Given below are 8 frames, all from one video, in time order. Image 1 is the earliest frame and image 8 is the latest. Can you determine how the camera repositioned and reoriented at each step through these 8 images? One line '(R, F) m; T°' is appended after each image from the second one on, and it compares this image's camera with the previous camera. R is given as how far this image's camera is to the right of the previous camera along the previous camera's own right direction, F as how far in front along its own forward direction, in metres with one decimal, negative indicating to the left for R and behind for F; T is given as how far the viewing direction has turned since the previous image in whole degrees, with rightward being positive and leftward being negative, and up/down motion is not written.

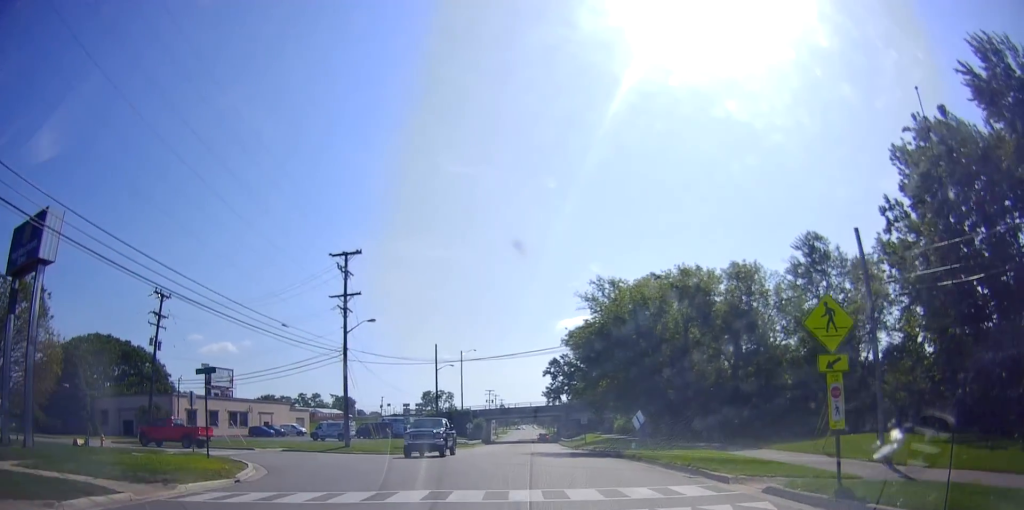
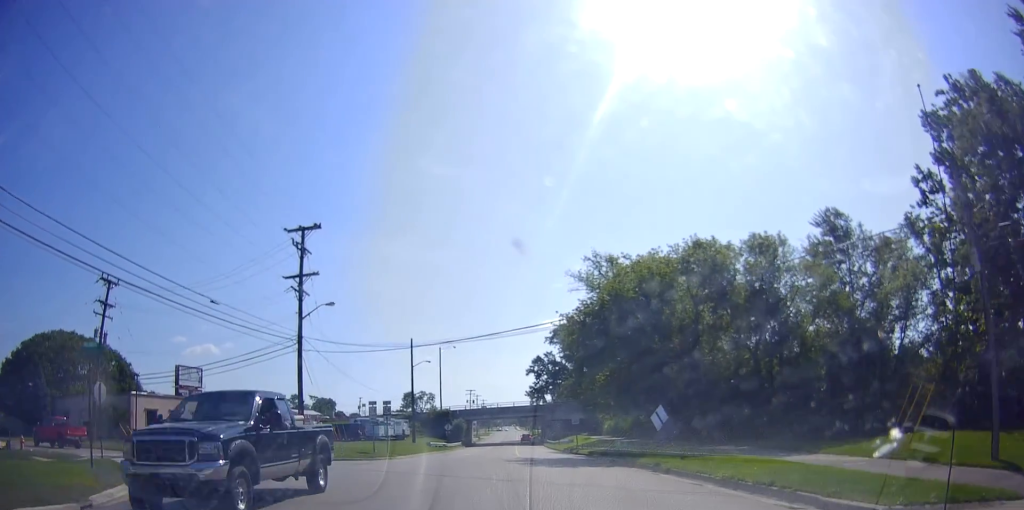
(+0.4, +6.3) m; +3°
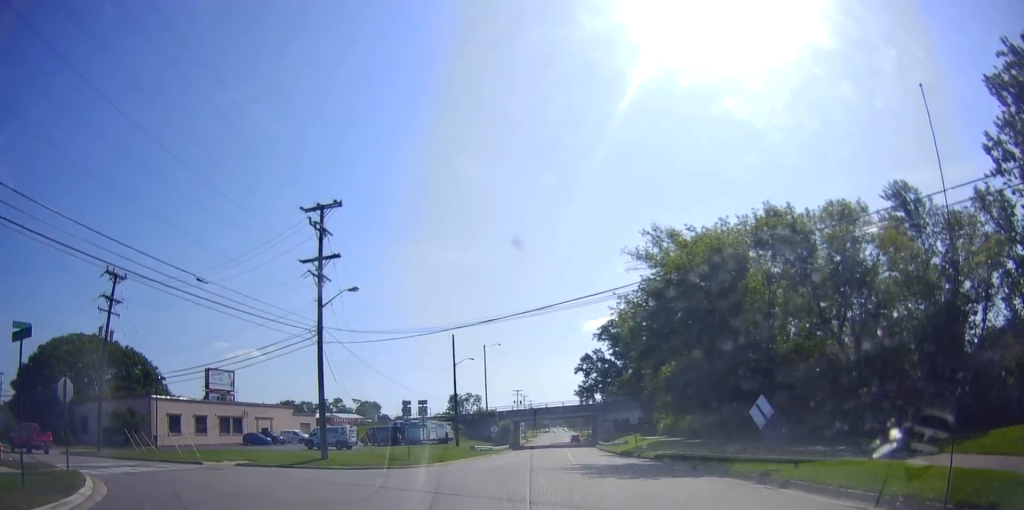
(+0.1, +4.4) m; -5°
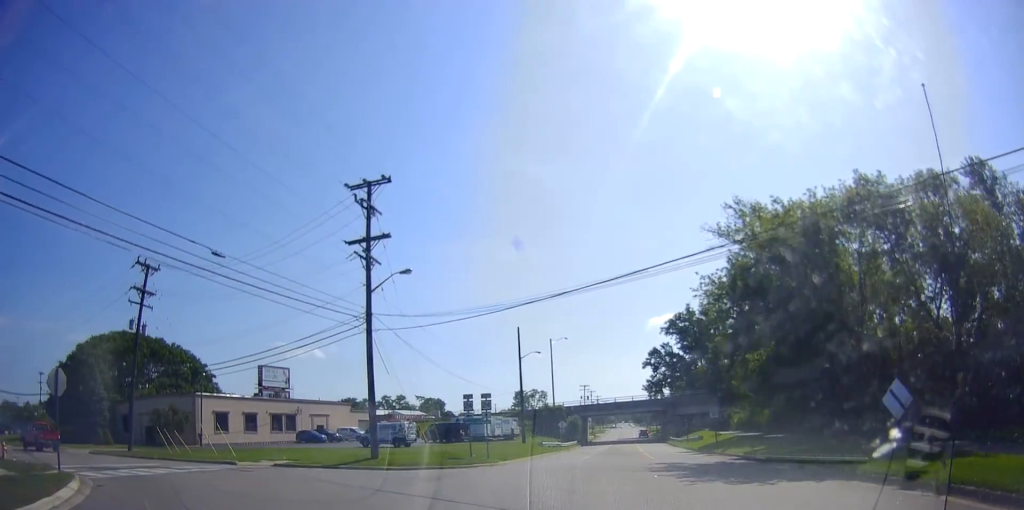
(-0.2, +3.2) m; -6°
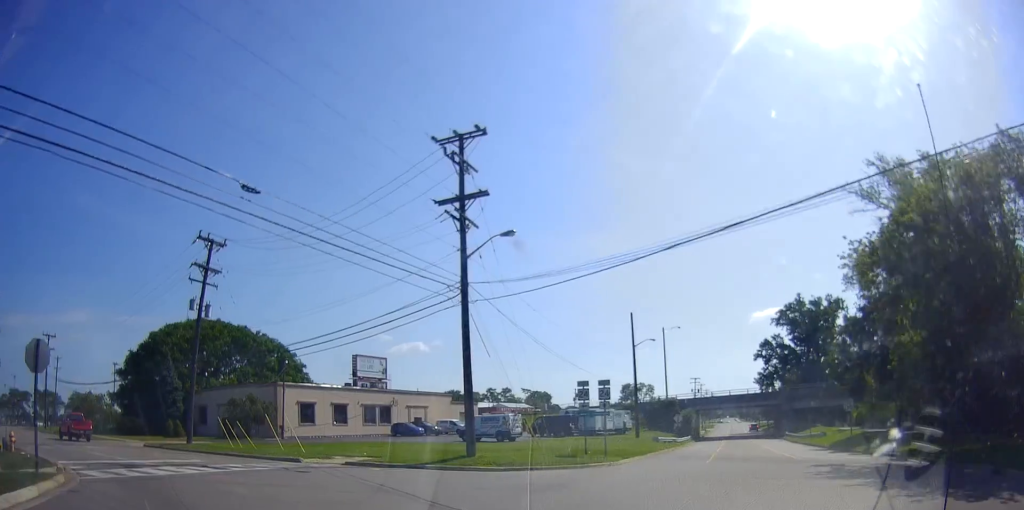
(-0.3, +4.5) m; -9°
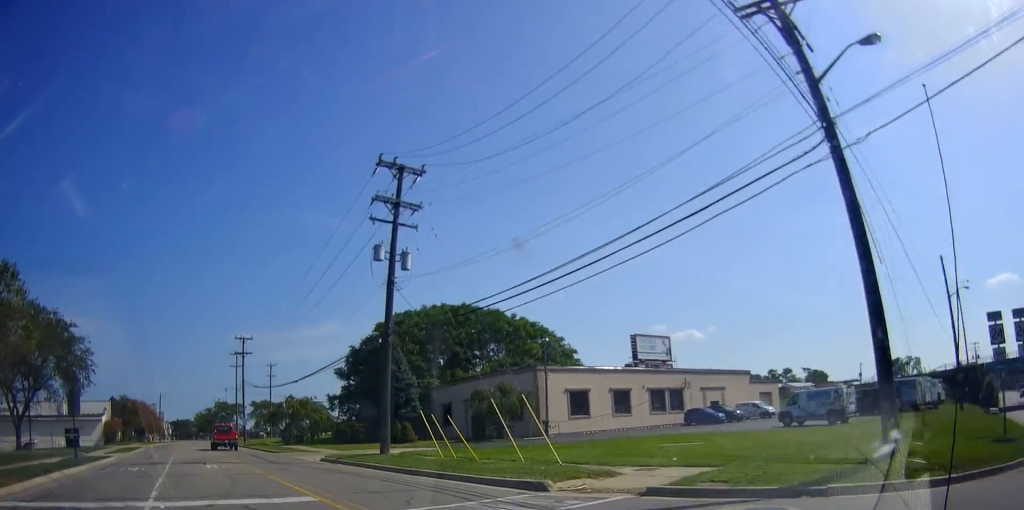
(-2.3, +11.9) m; -24°
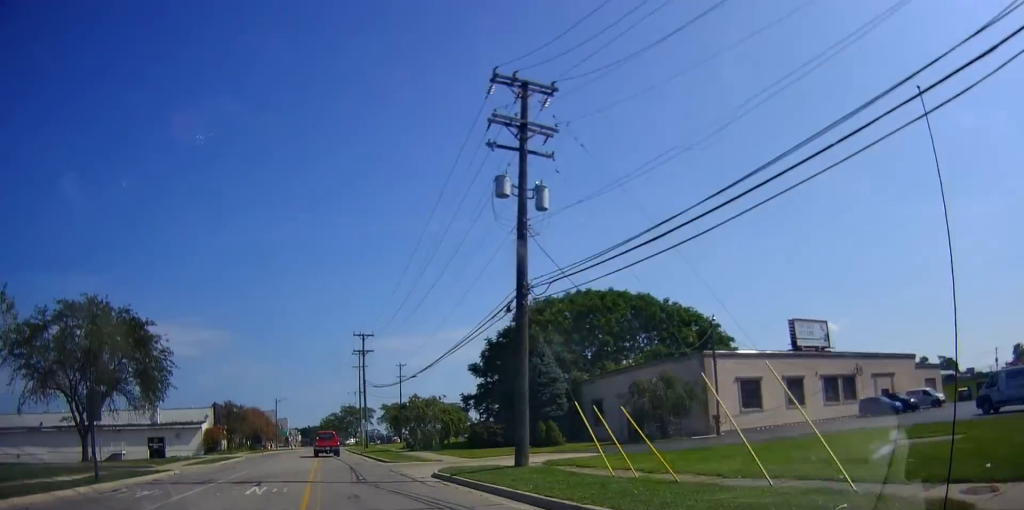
(-0.8, +7.5) m; -11°
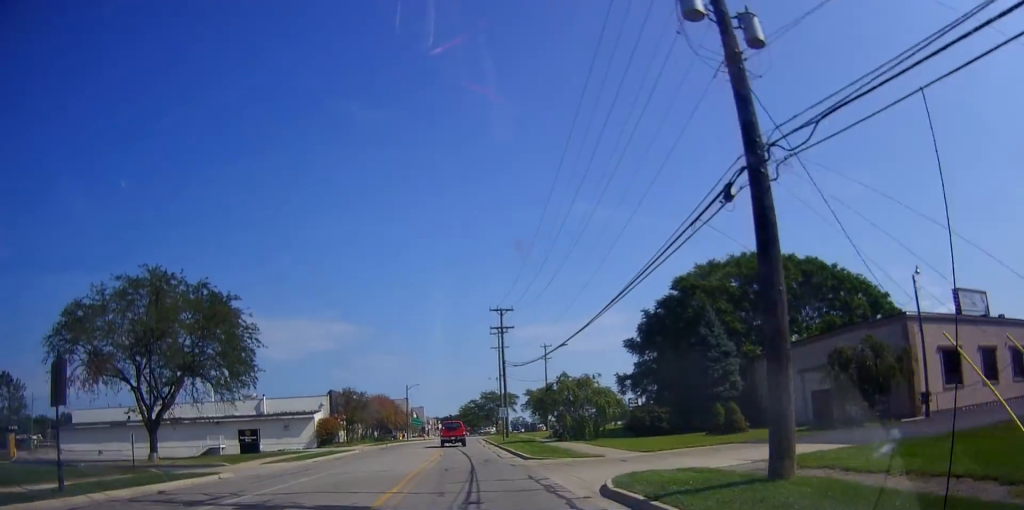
(-0.9, +8.5) m; -13°
